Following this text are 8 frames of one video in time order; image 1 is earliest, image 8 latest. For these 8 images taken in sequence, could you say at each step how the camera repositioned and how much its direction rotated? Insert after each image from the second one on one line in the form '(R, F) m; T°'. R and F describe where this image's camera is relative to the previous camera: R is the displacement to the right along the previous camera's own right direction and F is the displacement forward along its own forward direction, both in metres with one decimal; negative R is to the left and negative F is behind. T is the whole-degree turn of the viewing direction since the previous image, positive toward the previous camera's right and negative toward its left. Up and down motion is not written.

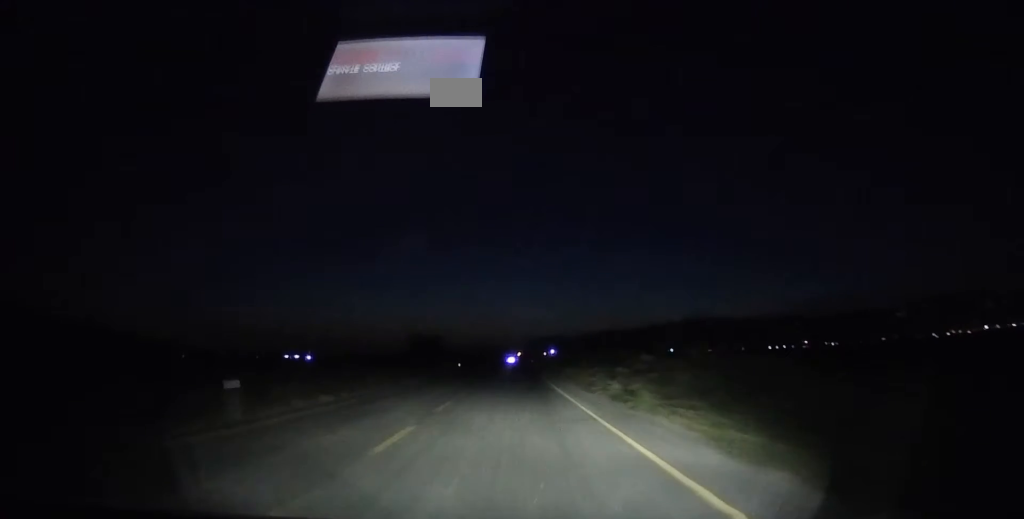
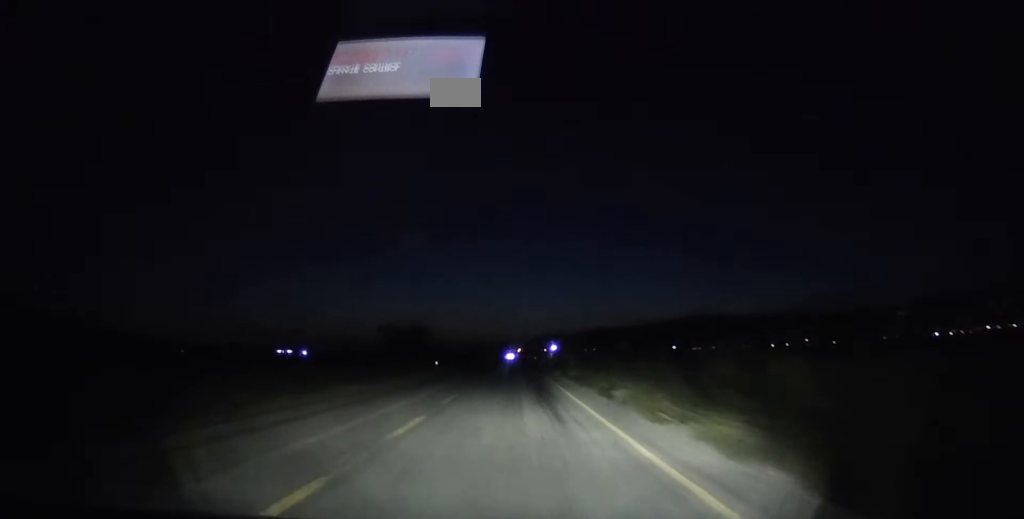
(-0.3, +16.5) m; +2°
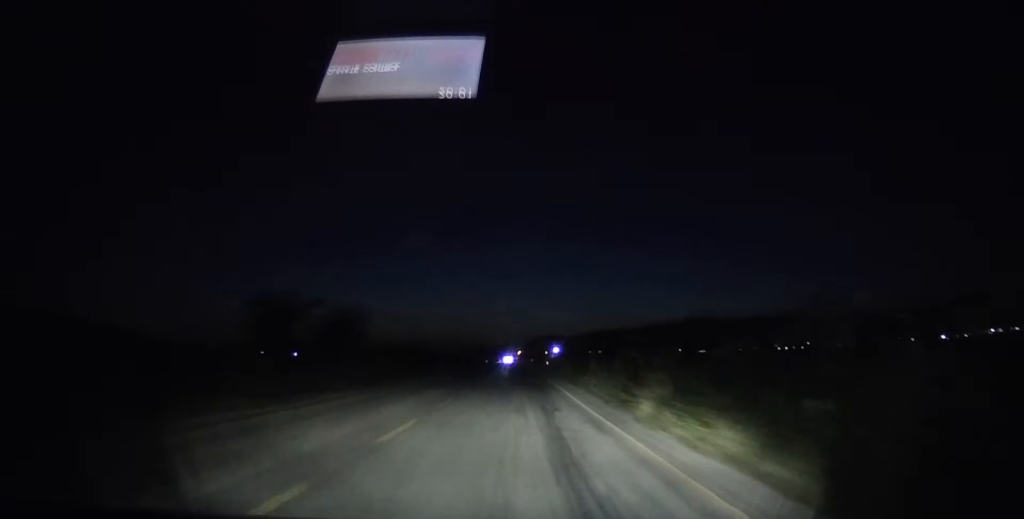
(+1.1, +35.8) m; 0°
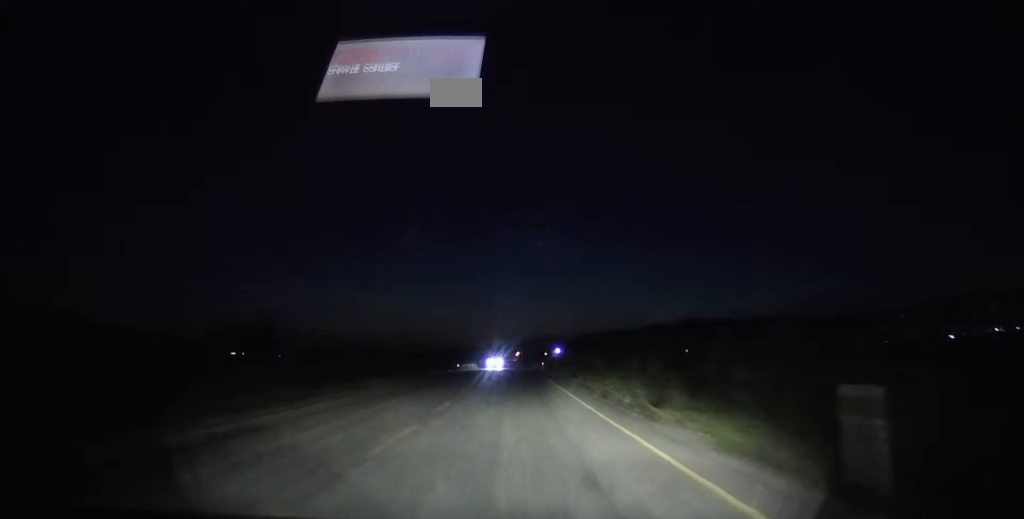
(-0.5, +48.7) m; 0°
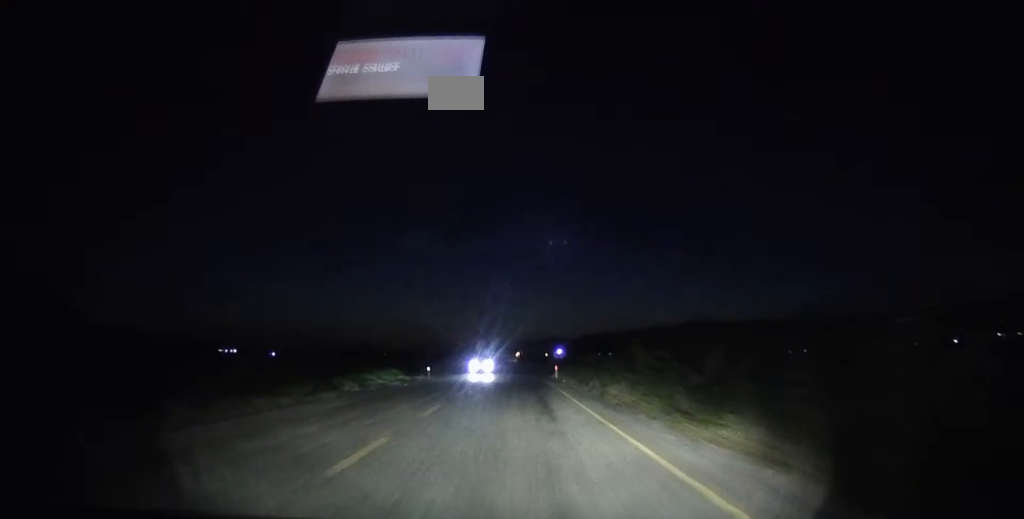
(0.0, +18.6) m; 0°
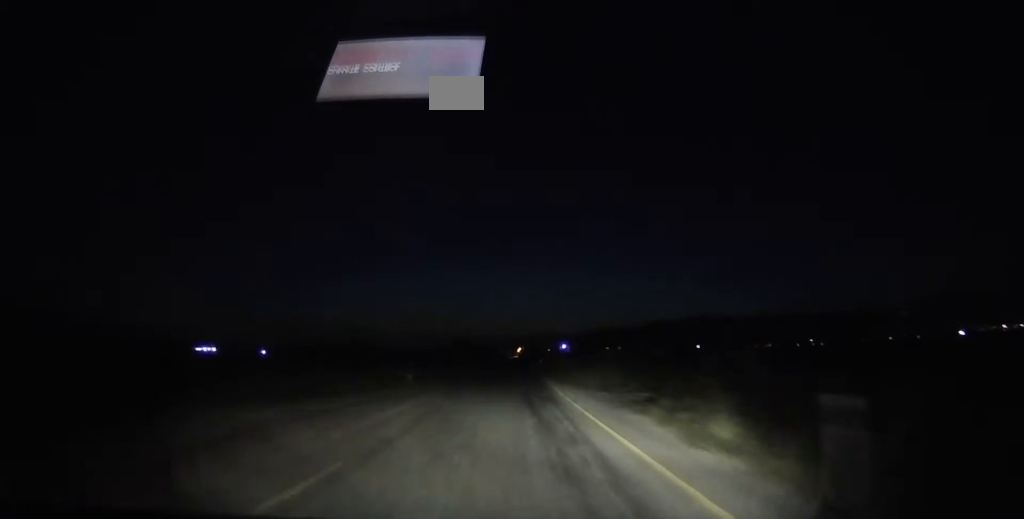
(+0.2, +31.9) m; +1°
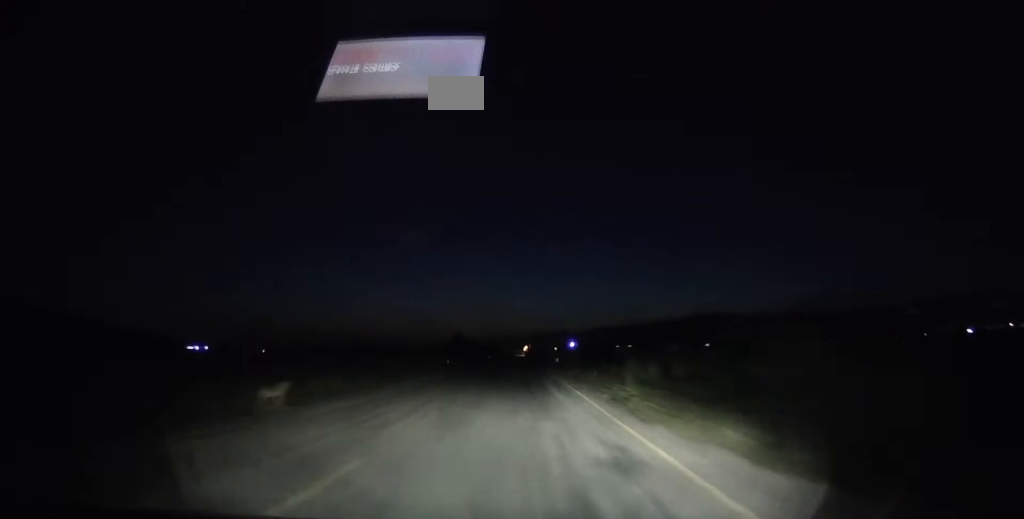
(+0.1, +17.4) m; +1°
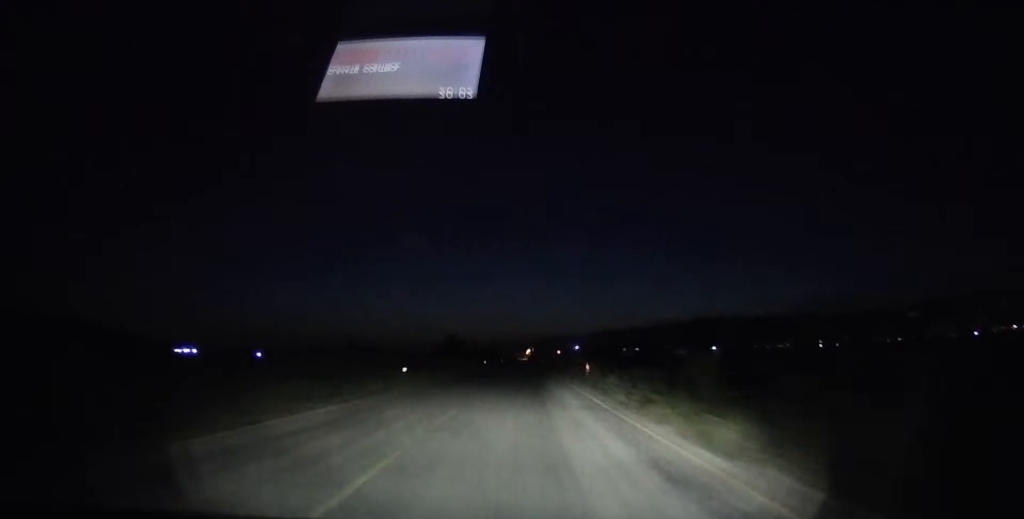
(0.0, +16.7) m; +1°
